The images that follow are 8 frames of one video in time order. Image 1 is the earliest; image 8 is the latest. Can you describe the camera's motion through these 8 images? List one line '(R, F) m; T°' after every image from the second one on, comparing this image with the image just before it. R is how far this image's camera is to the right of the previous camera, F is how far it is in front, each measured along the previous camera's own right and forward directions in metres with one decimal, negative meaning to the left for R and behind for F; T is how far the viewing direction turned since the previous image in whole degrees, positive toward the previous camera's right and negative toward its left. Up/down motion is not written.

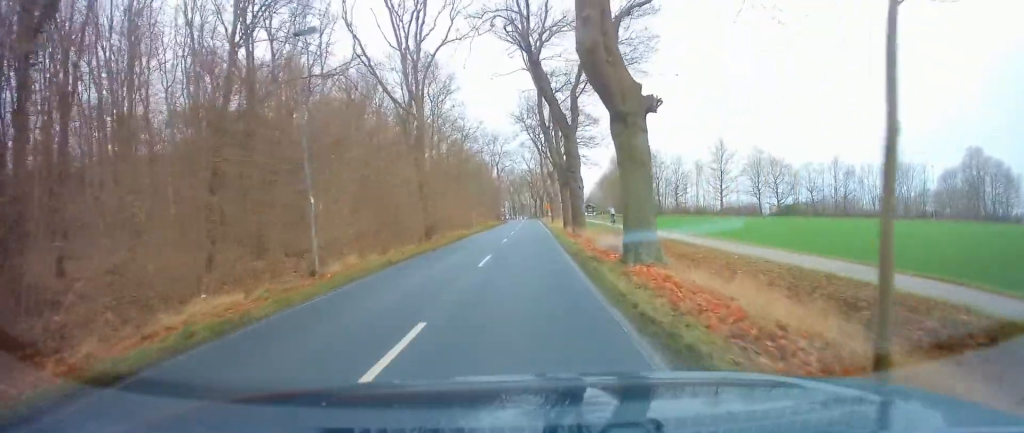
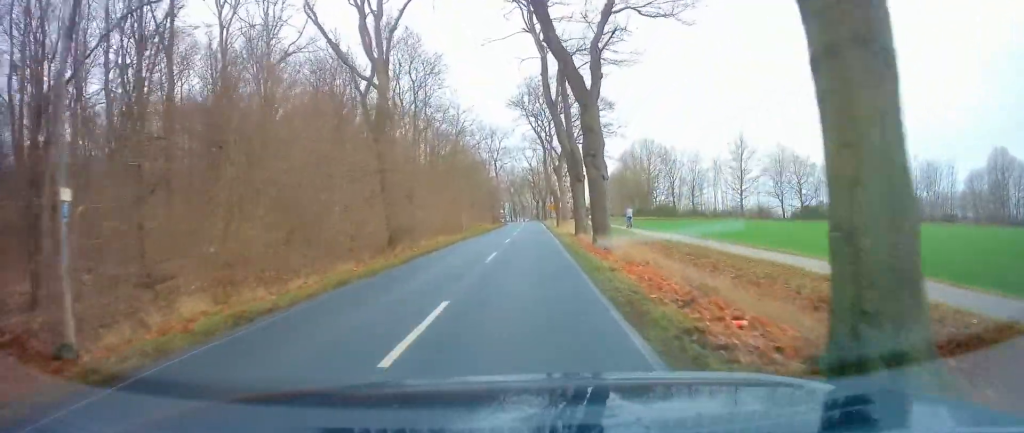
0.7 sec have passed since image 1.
(0.0, +9.4) m; 0°
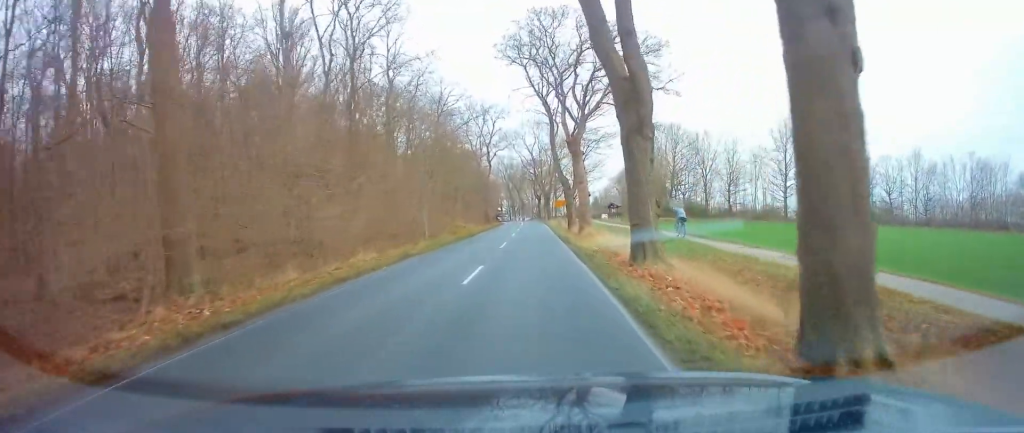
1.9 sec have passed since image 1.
(-0.3, +17.3) m; -2°
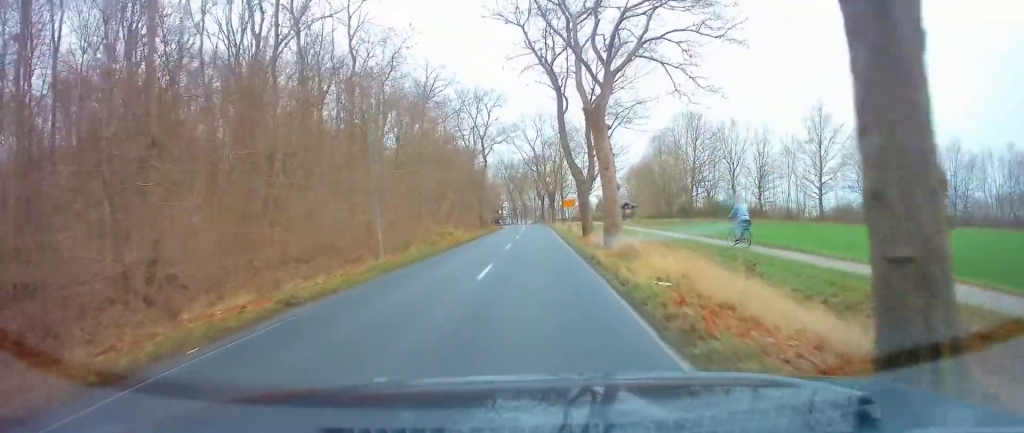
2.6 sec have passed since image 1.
(-0.1, +10.1) m; -1°
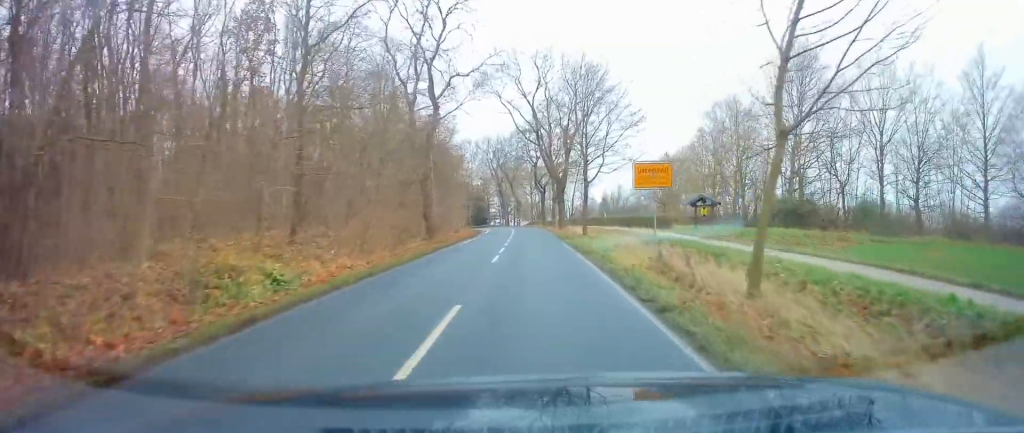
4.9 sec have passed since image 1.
(-0.1, +31.9) m; 0°
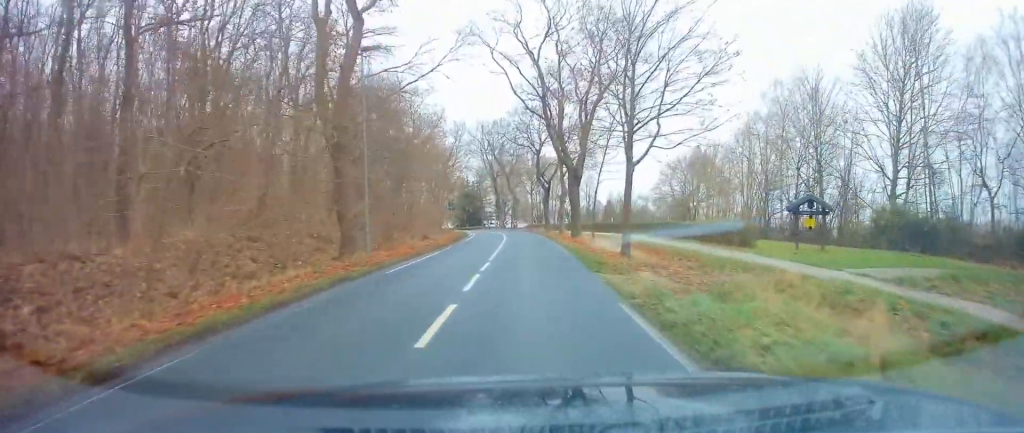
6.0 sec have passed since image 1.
(0.0, +15.8) m; 0°
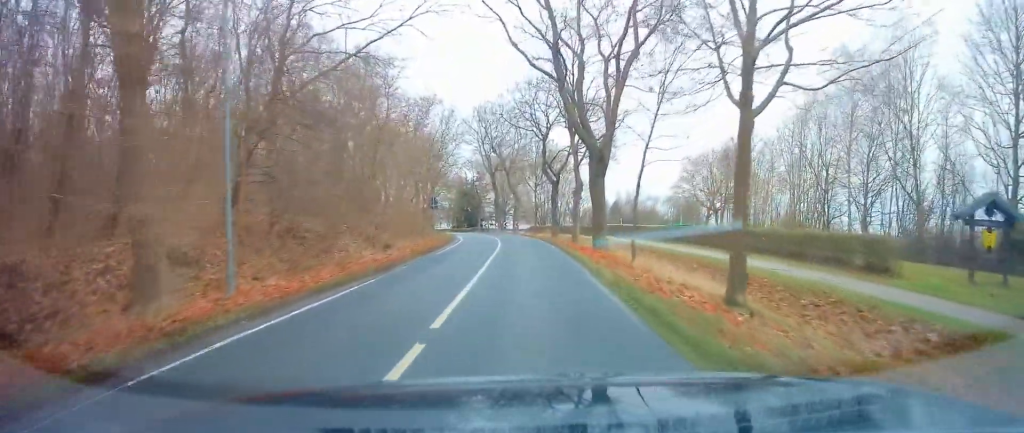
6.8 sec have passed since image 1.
(0.0, +11.2) m; 0°
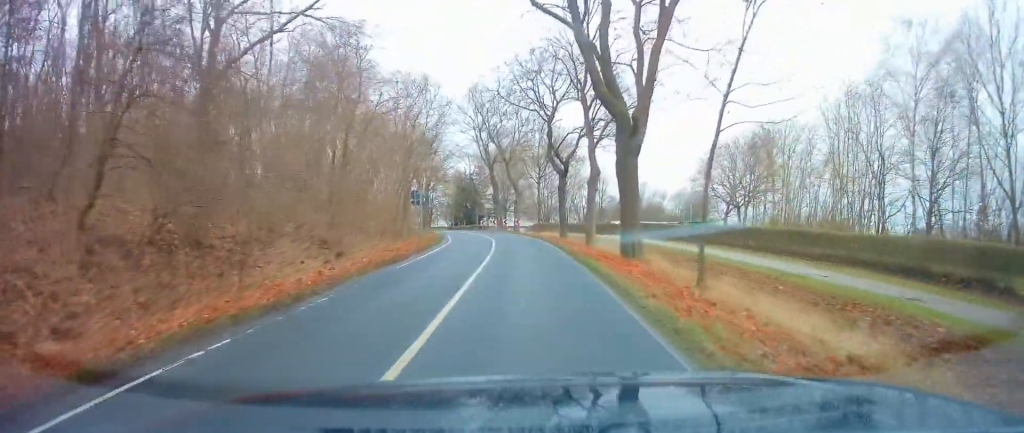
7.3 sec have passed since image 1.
(-0.1, +7.6) m; 0°
